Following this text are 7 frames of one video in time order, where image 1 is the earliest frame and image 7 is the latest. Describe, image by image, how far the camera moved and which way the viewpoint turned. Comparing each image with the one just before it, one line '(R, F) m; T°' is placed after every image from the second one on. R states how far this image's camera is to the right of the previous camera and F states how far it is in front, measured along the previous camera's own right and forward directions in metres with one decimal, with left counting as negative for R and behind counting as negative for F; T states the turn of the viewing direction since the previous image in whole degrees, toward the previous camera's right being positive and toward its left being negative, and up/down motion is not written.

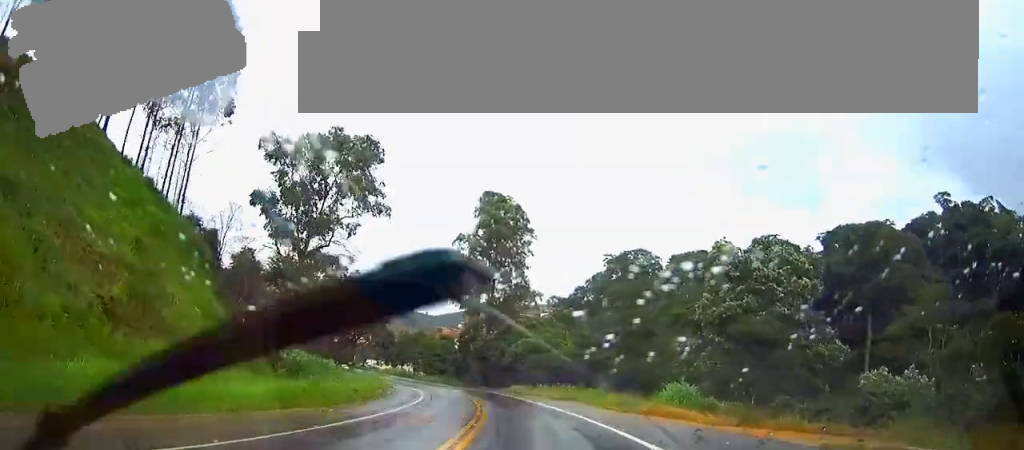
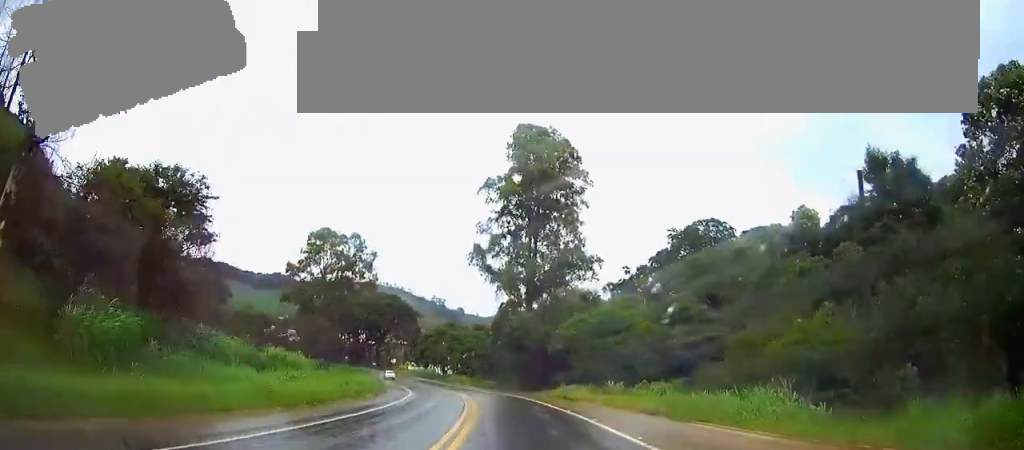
(-4.6, +29.4) m; -9°
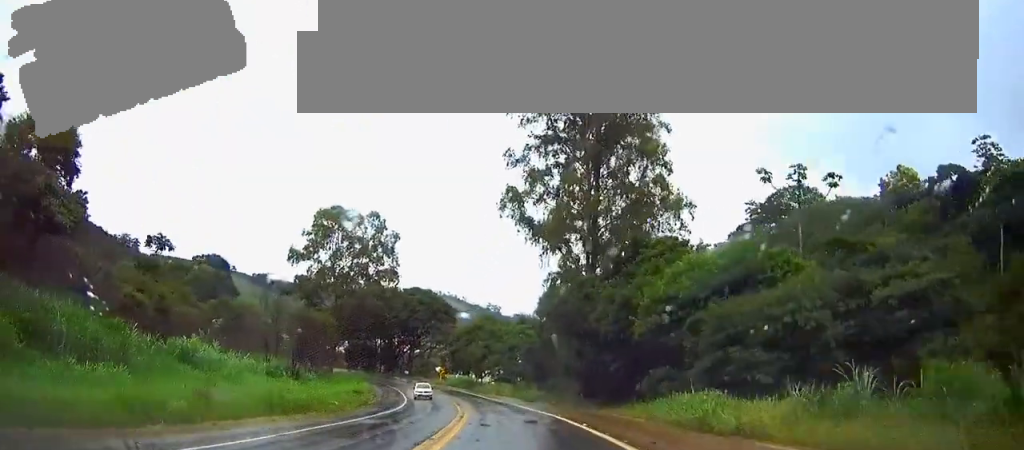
(0.0, +26.8) m; 0°
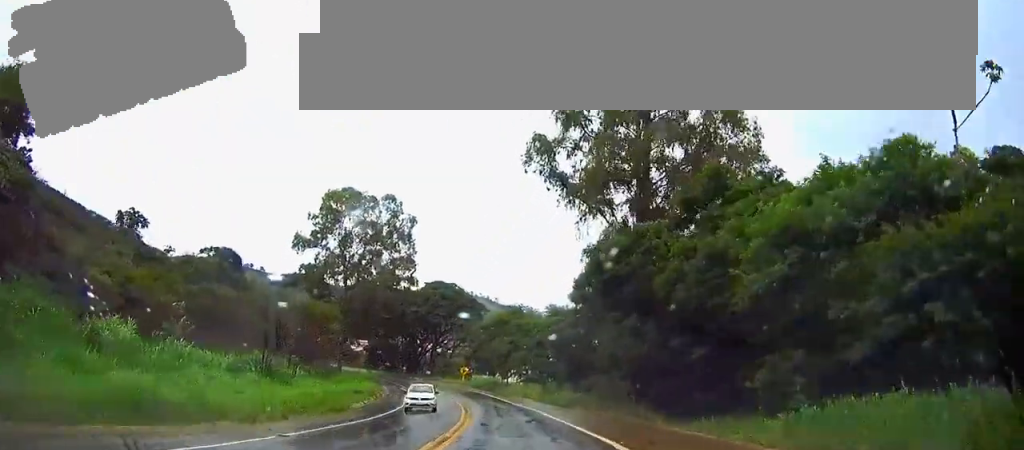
(0.0, +12.2) m; 0°
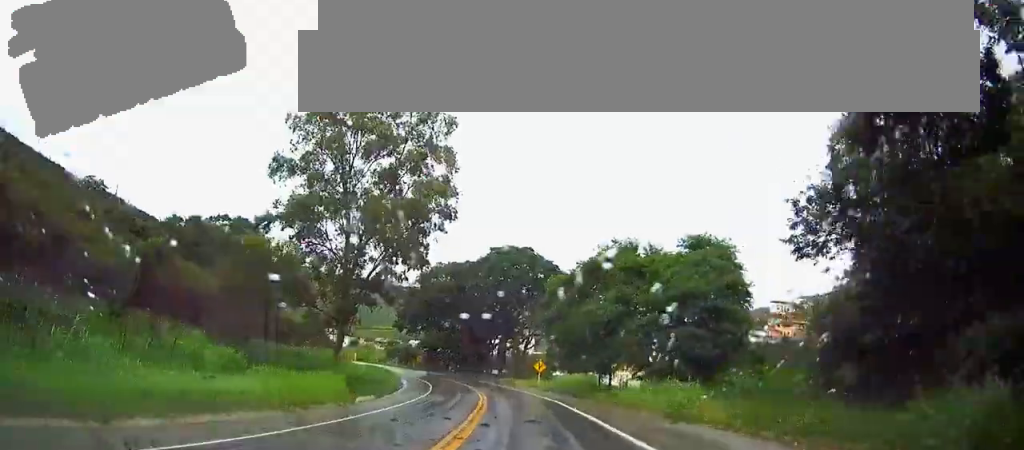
(0.0, +39.0) m; 0°
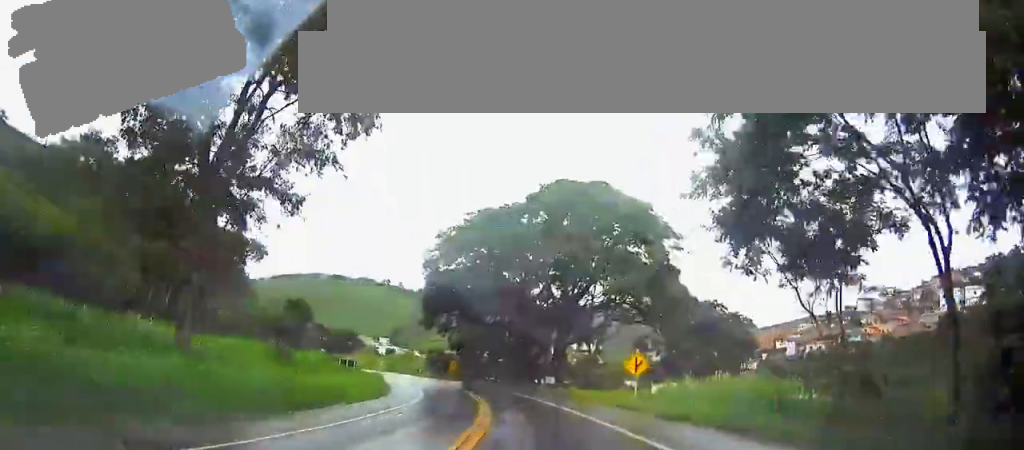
(0.0, +37.7) m; -3°
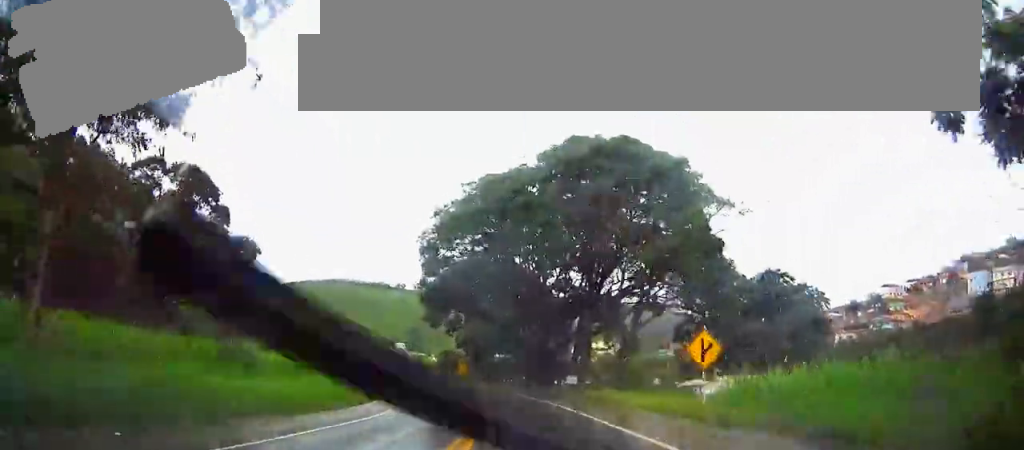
(+0.5, +11.1) m; -8°
